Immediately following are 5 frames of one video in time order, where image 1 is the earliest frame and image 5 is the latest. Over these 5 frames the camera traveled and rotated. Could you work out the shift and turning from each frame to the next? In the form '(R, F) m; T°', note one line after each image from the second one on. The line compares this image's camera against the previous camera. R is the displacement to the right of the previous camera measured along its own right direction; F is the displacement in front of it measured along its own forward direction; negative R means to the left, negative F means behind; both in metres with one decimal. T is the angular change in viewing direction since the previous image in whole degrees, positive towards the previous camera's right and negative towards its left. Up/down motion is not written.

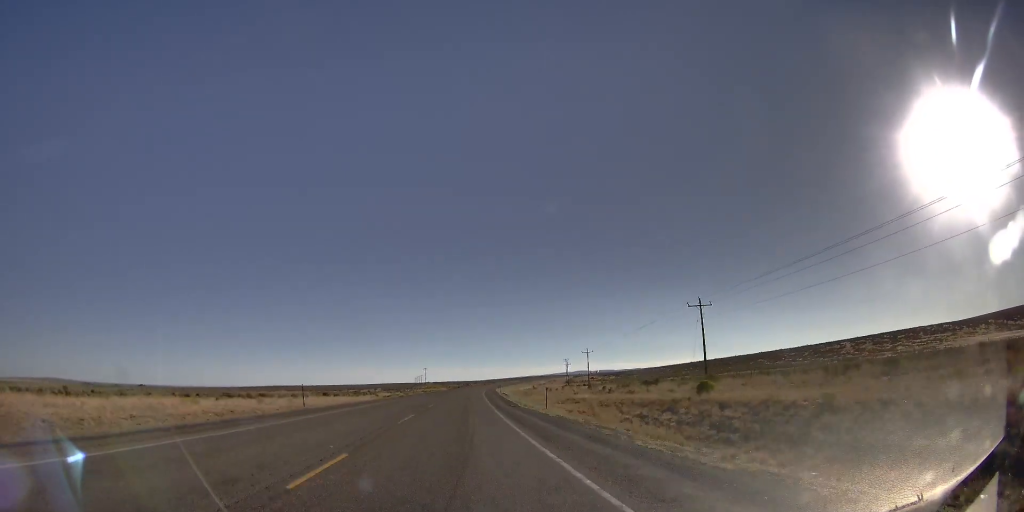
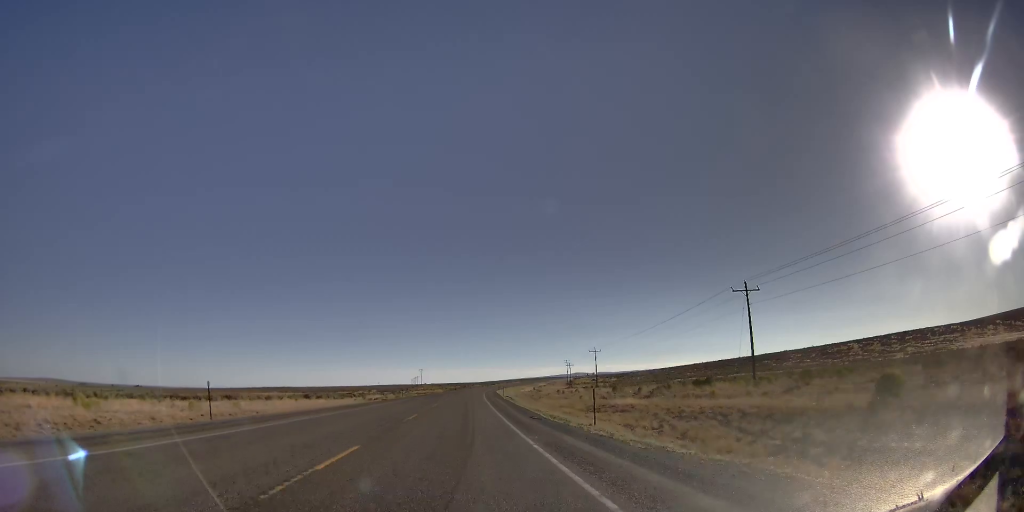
(+0.2, +13.7) m; 0°
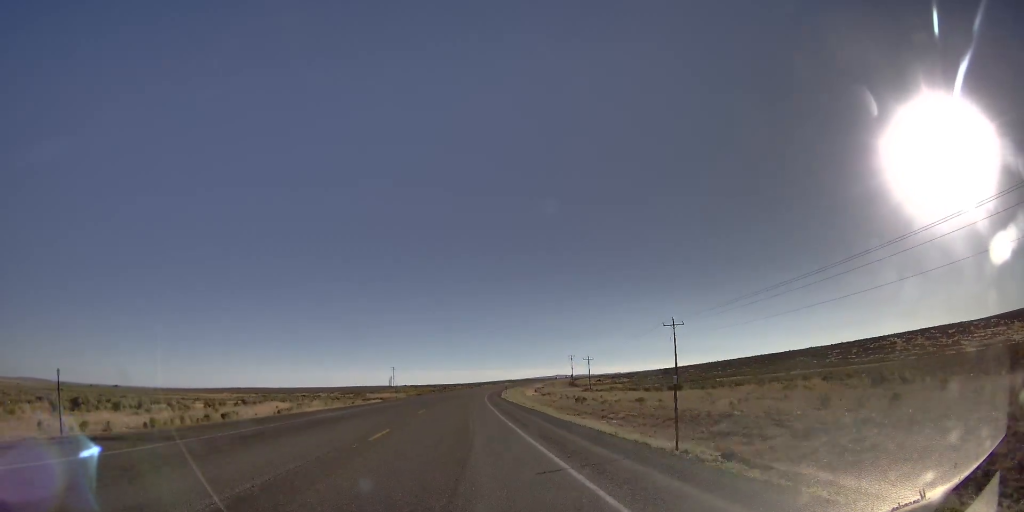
(-4.8, +70.0) m; -5°
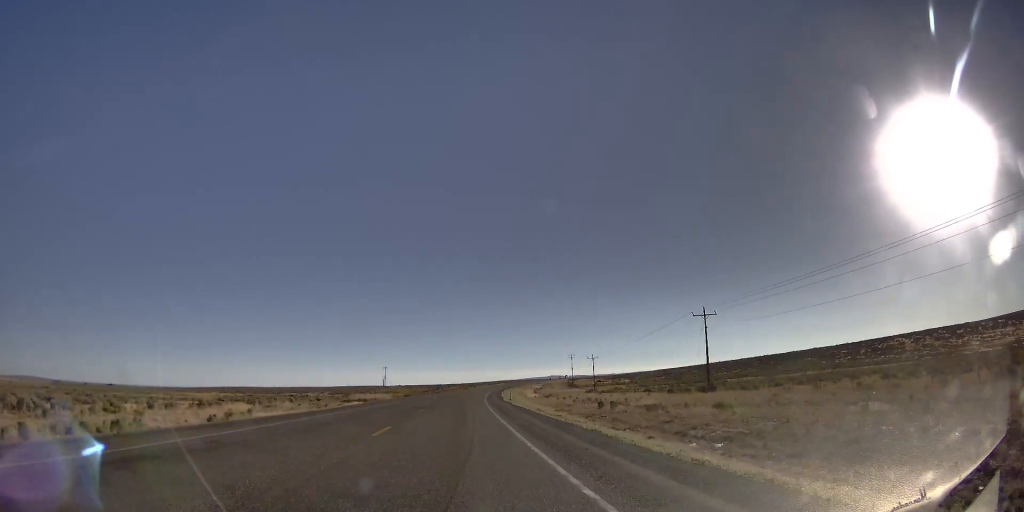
(+0.6, +13.7) m; +1°
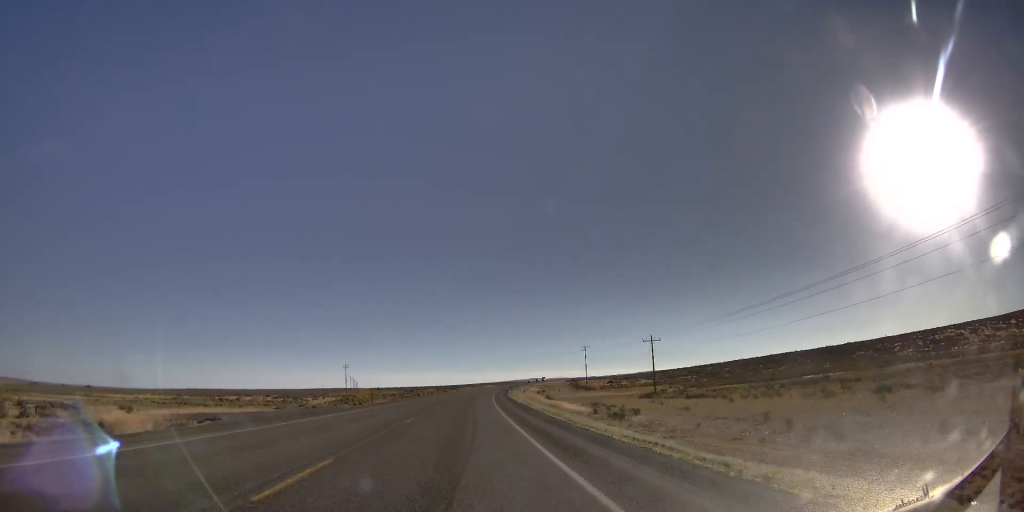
(-0.4, +67.2) m; -2°
